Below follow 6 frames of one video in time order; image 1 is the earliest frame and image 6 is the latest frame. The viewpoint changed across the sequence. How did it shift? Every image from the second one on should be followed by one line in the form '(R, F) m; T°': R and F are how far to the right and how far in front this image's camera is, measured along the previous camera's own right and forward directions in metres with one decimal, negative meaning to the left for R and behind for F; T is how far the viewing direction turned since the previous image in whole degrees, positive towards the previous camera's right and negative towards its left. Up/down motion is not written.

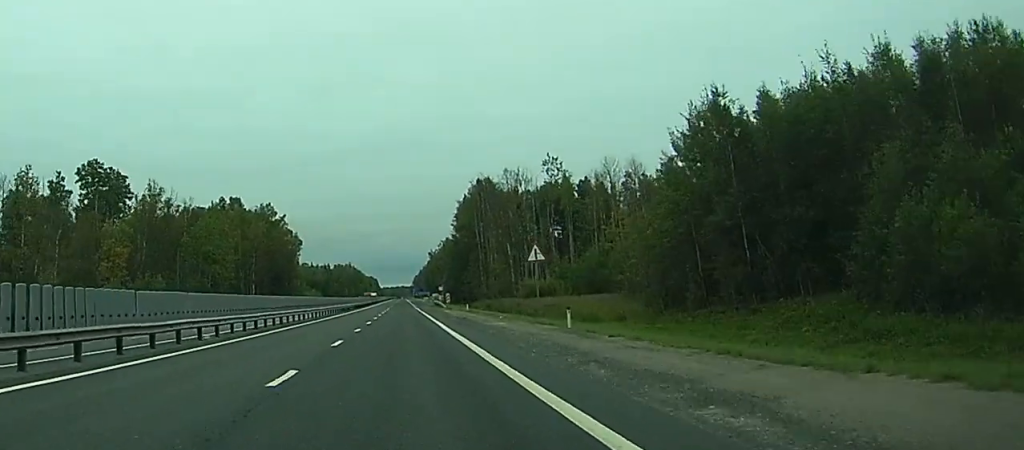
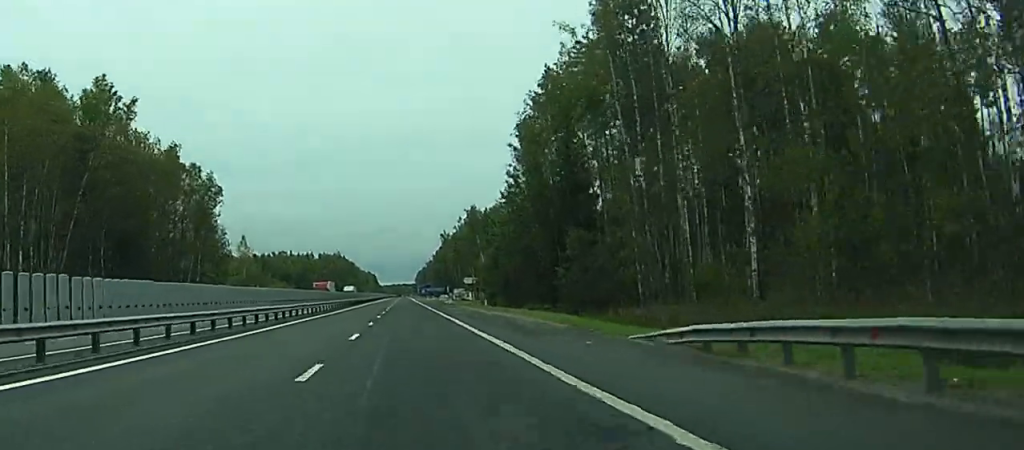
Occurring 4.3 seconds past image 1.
(+4.9, +121.6) m; +3°
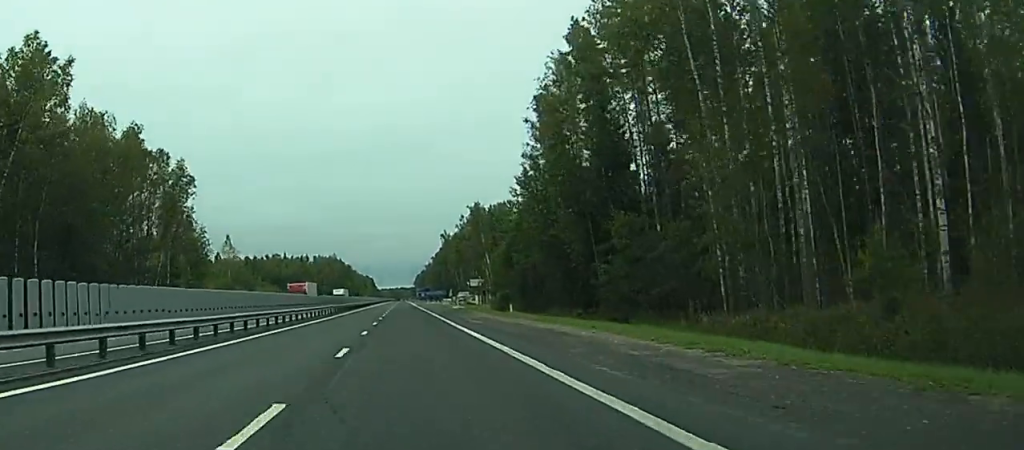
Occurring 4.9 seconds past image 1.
(0.0, +17.7) m; 0°
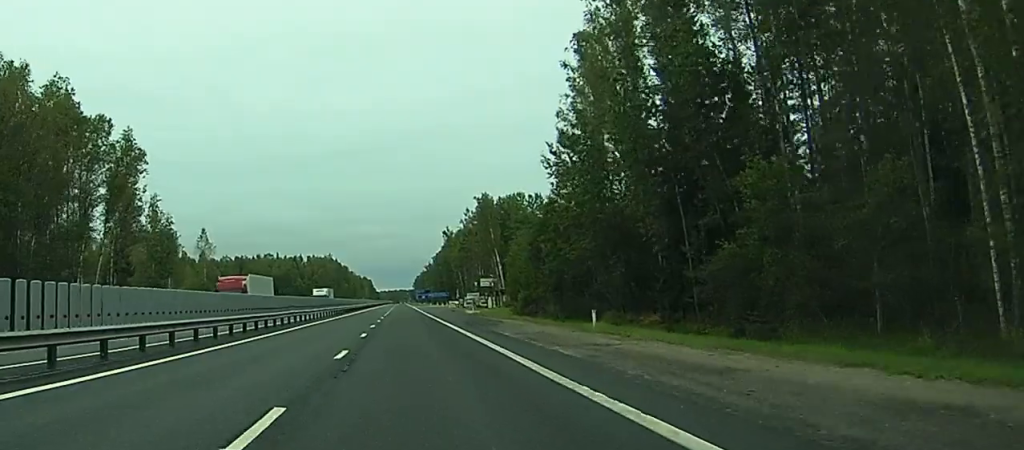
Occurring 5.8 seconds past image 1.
(0.0, +24.1) m; 0°
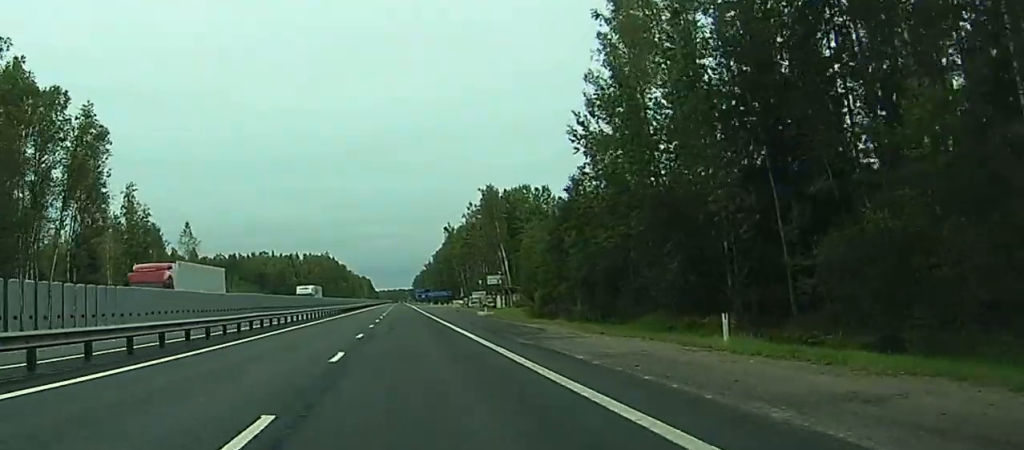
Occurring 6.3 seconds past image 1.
(0.0, +12.9) m; 0°
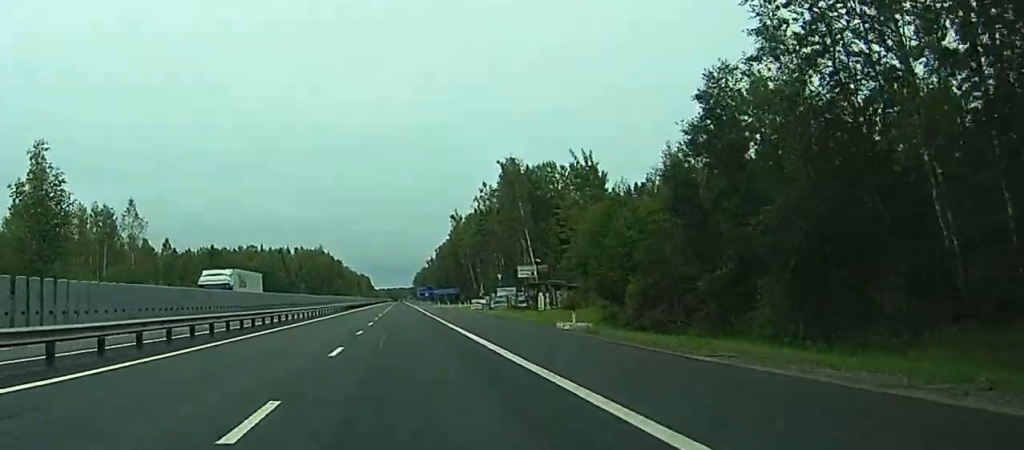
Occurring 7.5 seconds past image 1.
(+0.1, +34.9) m; 0°
